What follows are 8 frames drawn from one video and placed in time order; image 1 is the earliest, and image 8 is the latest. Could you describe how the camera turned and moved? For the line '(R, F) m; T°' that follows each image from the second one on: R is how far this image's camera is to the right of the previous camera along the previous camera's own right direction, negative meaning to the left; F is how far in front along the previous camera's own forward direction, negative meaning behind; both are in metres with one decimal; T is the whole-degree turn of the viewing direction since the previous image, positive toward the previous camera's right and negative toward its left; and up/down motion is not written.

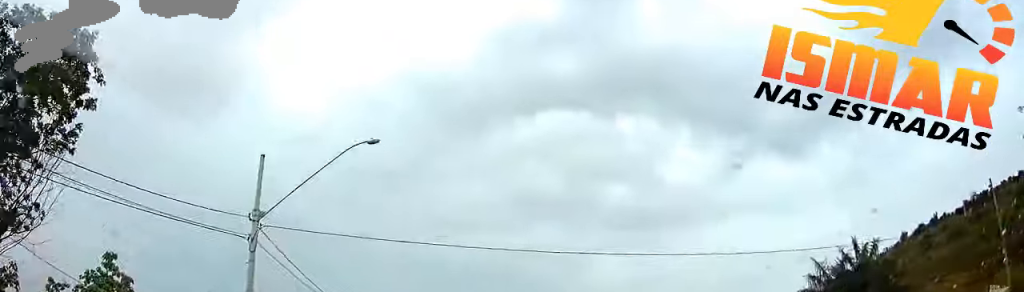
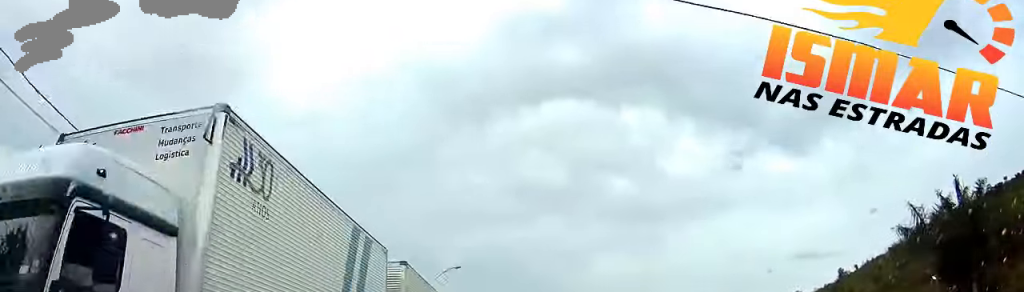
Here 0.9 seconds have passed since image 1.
(0.0, +16.7) m; 0°
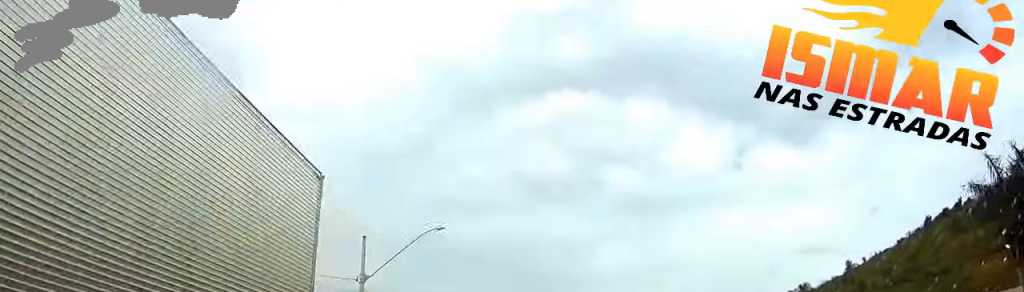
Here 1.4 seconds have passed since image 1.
(0.0, +9.3) m; 0°
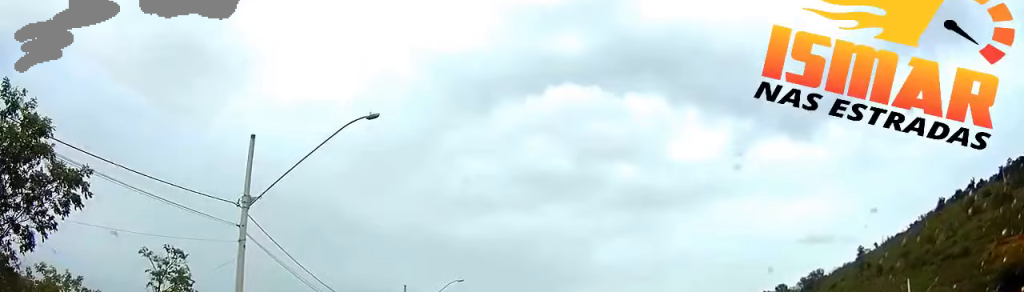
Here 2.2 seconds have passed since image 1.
(0.0, +15.5) m; 0°
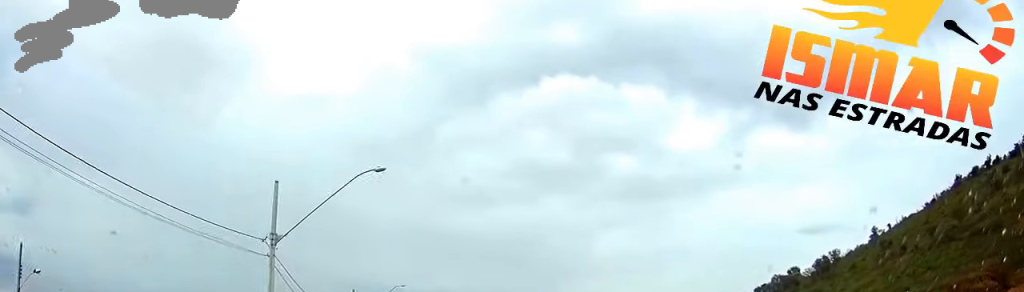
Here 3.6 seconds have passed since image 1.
(-0.1, +25.2) m; 0°
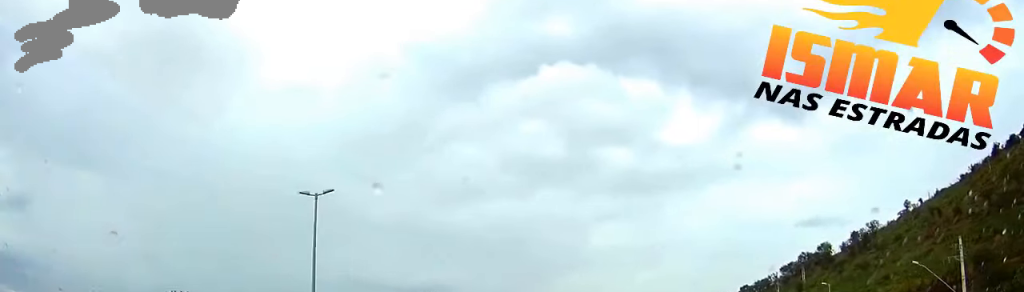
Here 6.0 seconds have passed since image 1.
(+0.1, +46.4) m; 0°
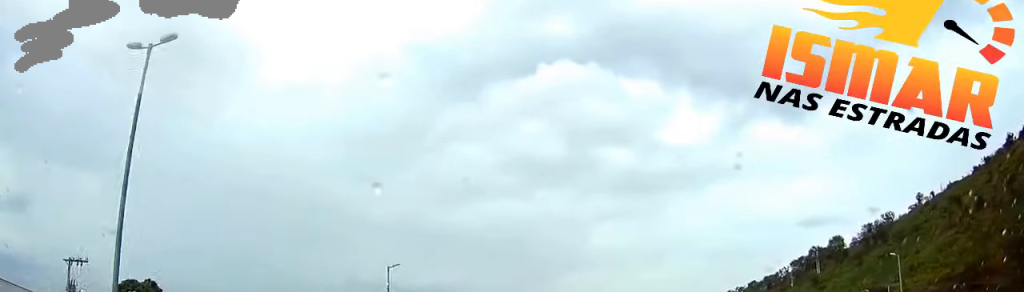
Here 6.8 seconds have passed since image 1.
(-0.1, +16.2) m; 0°
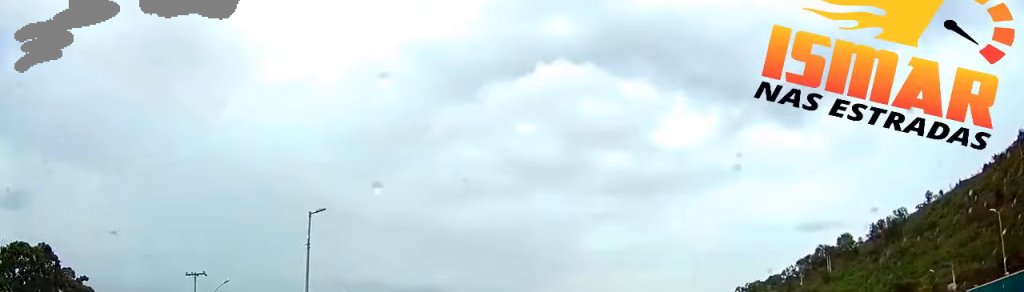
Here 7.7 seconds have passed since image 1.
(+0.1, +16.8) m; +1°
